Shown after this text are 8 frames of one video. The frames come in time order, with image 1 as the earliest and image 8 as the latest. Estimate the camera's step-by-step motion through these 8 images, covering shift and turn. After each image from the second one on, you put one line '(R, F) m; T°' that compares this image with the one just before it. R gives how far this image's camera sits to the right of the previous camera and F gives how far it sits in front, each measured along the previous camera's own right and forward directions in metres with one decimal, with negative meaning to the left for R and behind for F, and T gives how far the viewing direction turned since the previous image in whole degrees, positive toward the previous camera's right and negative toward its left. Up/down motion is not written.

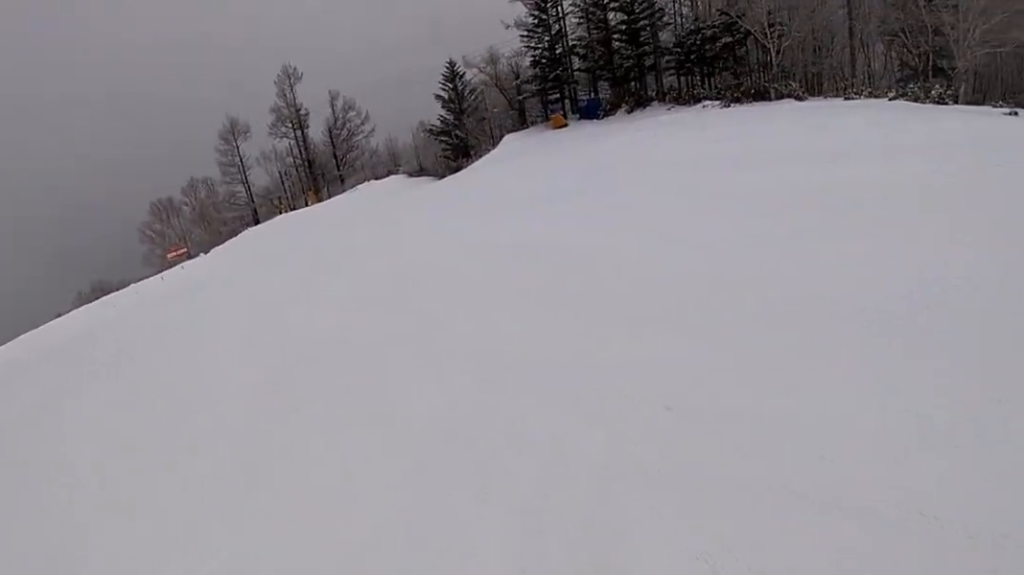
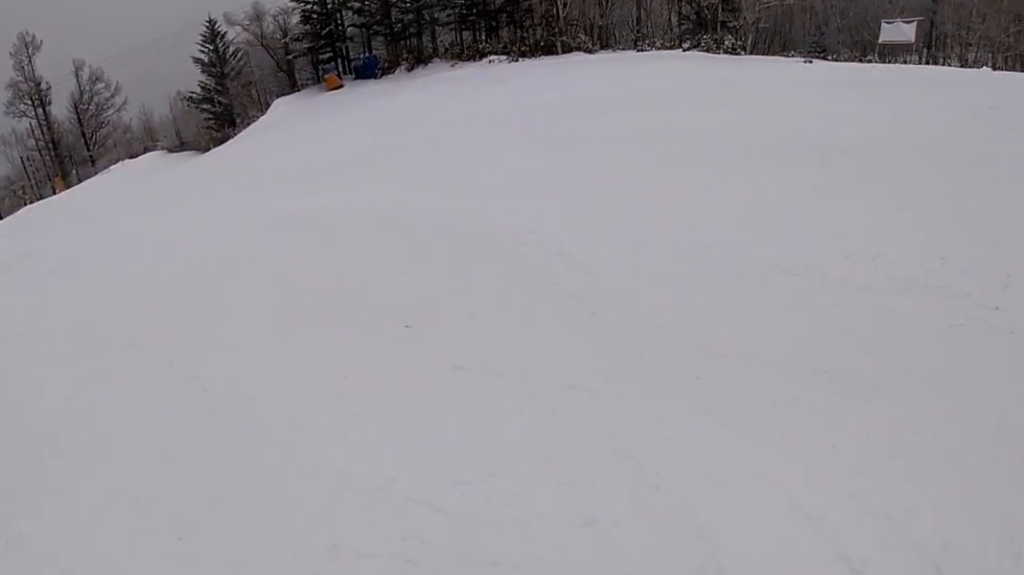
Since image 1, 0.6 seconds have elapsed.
(-0.2, +3.9) m; +7°
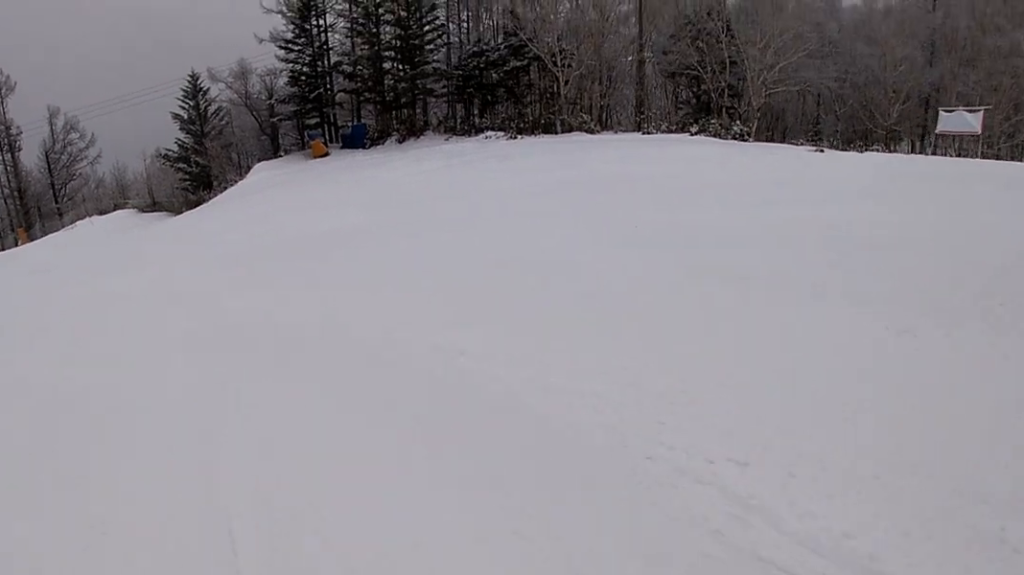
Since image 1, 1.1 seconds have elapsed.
(+0.6, +3.4) m; -8°
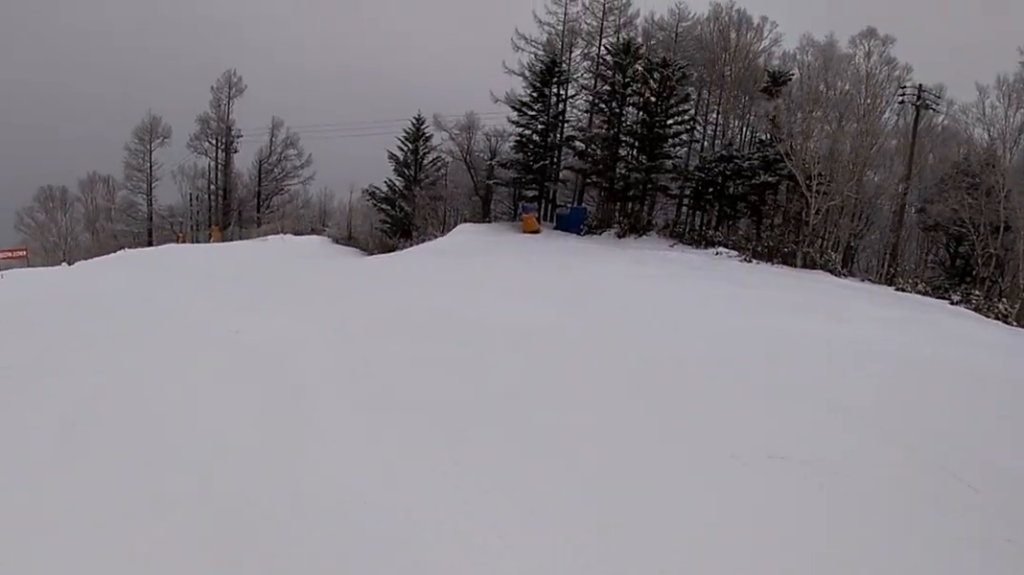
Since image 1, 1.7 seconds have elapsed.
(+0.5, +3.6) m; -11°
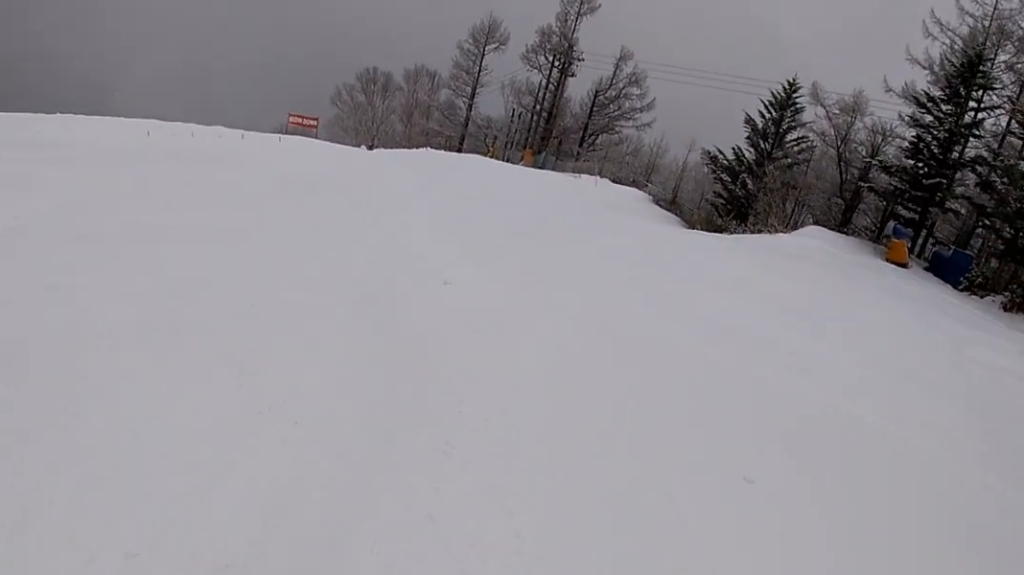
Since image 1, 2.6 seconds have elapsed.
(-2.0, +4.7) m; -24°
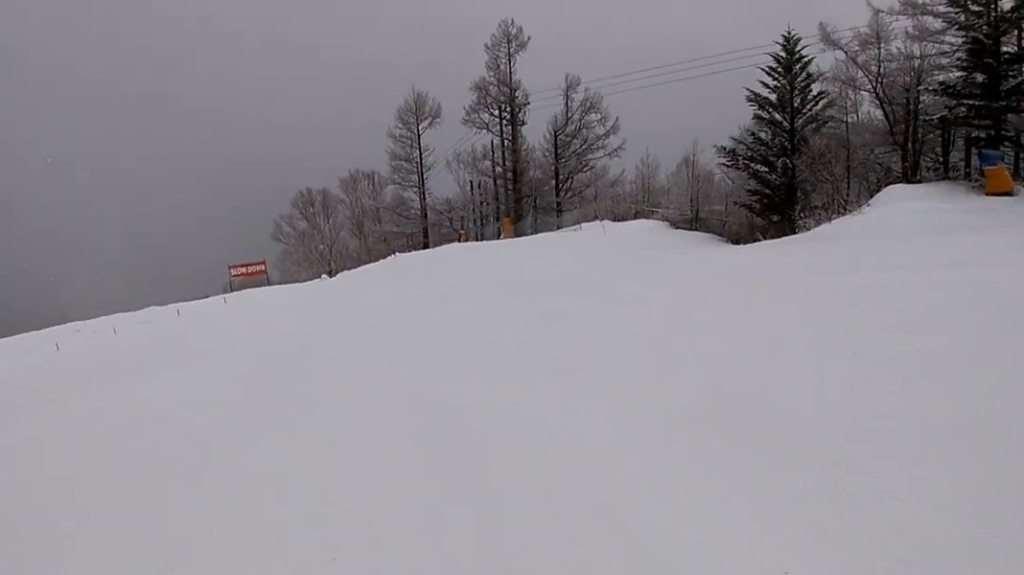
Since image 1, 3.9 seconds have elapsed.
(+0.5, +7.0) m; +17°
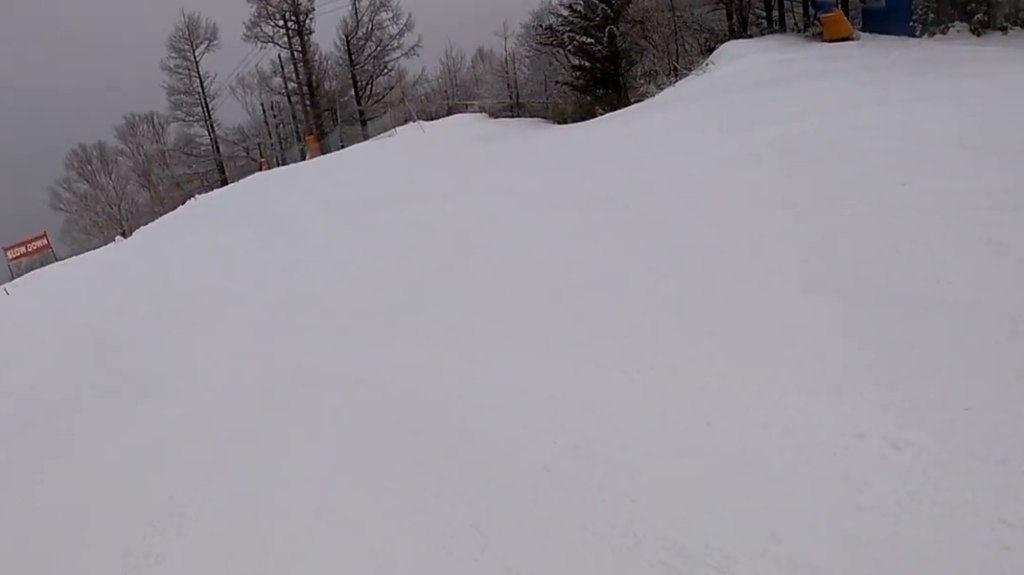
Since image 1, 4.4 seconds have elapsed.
(+0.6, +2.8) m; +9°
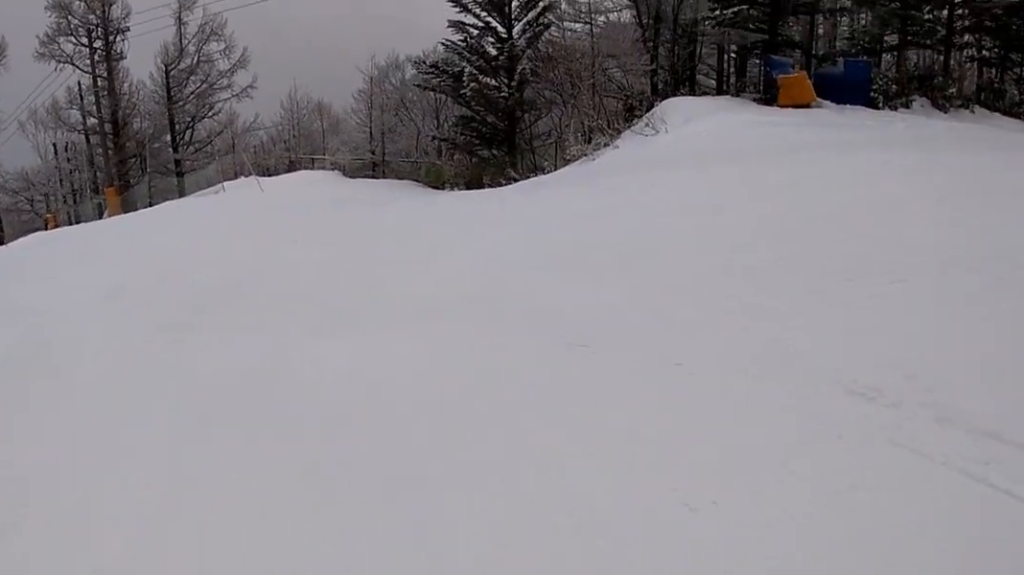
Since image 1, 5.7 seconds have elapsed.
(+0.4, +6.8) m; 0°
